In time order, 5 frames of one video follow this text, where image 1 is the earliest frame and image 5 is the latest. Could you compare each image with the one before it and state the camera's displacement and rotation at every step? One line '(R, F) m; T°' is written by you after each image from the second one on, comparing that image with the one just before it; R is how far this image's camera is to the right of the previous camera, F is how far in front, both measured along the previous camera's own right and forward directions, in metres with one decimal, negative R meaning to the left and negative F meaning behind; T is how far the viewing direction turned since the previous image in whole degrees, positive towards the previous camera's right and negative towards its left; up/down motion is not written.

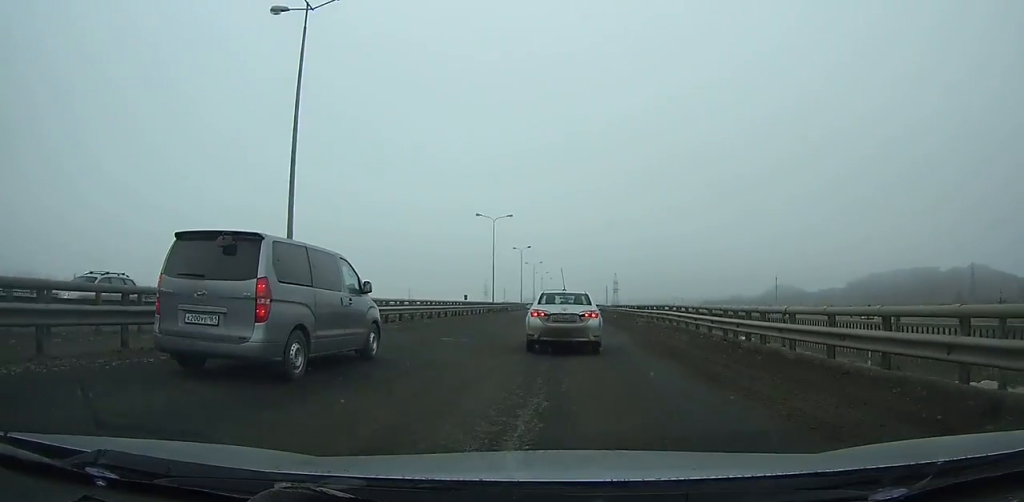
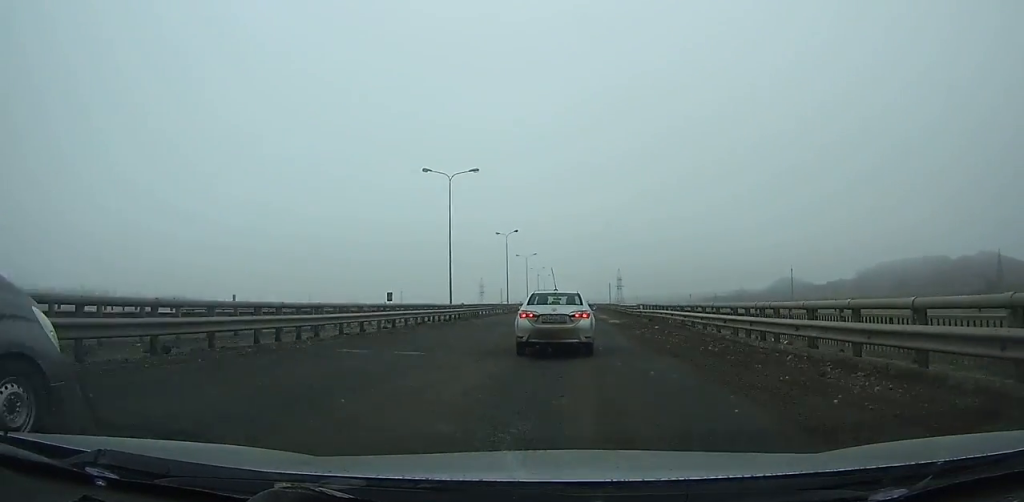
(+0.1, +24.5) m; +1°
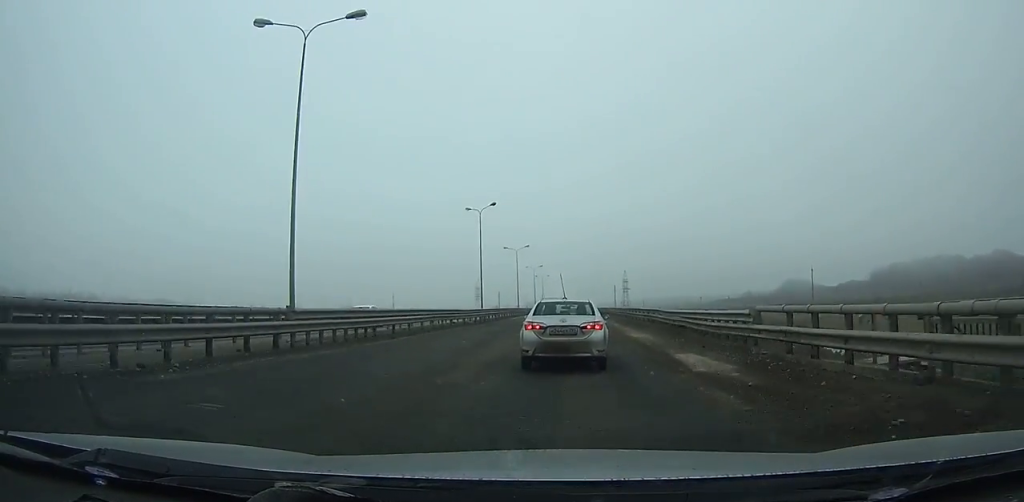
(+0.2, +25.8) m; +1°
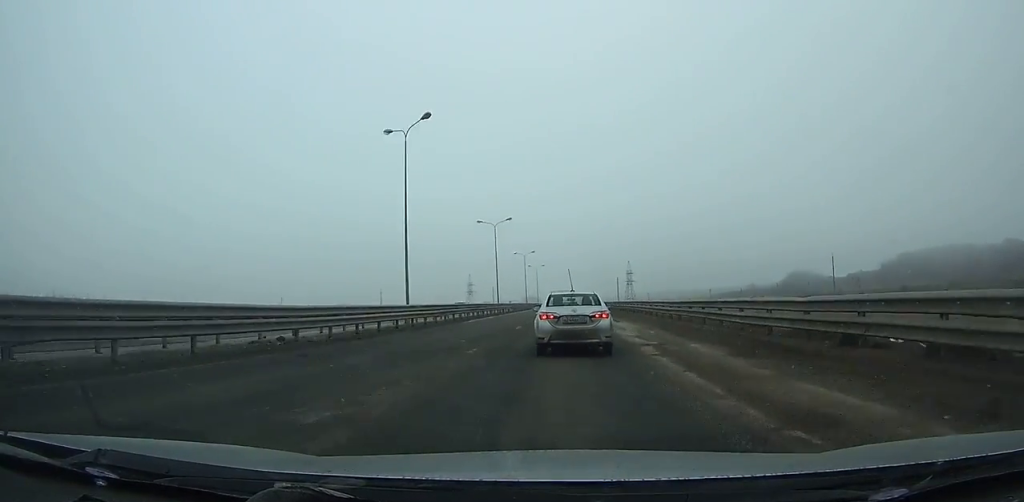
(+0.1, +28.9) m; 0°
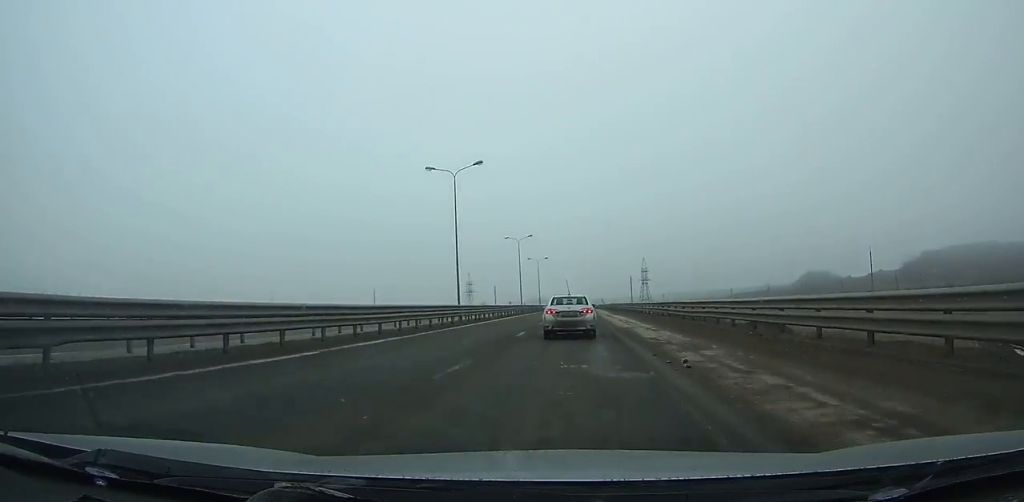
(-0.3, +31.9) m; -1°
